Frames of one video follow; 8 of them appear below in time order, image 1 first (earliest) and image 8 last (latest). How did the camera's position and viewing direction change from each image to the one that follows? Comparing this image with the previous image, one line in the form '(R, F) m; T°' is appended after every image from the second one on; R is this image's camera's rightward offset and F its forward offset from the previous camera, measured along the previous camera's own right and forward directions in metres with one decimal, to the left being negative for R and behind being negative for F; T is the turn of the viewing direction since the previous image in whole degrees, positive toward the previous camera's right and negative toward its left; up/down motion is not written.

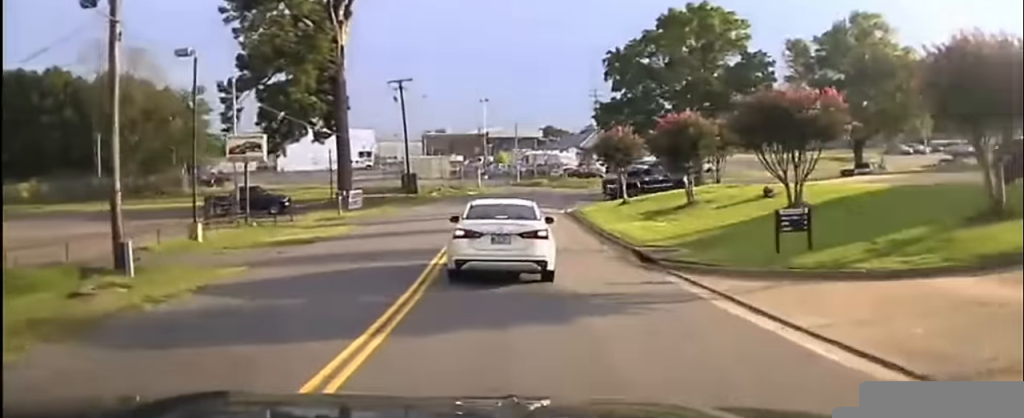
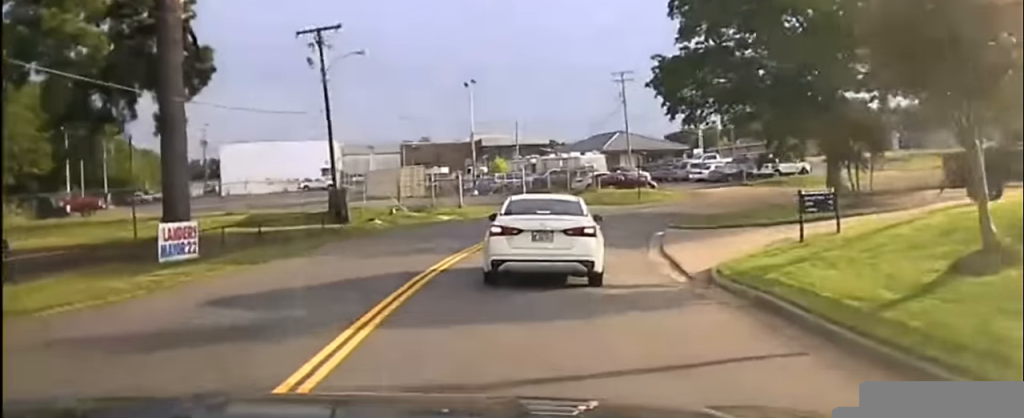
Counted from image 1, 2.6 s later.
(-0.1, +34.9) m; +1°
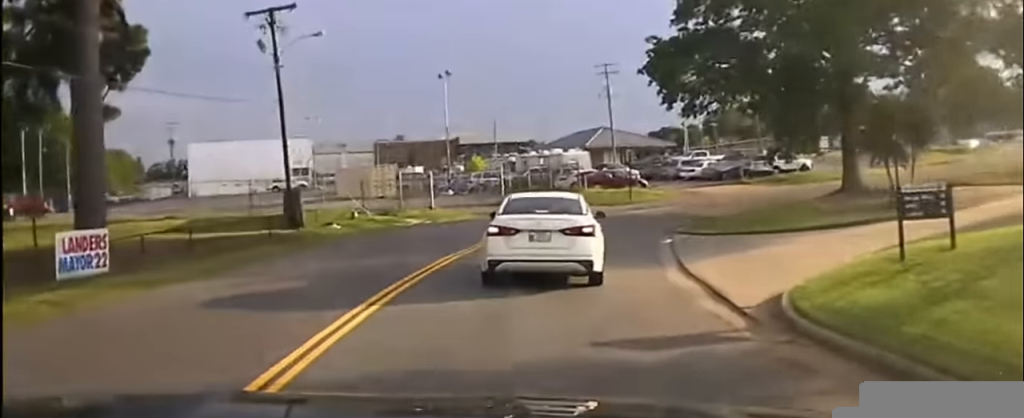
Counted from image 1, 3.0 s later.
(-0.1, +5.8) m; +1°
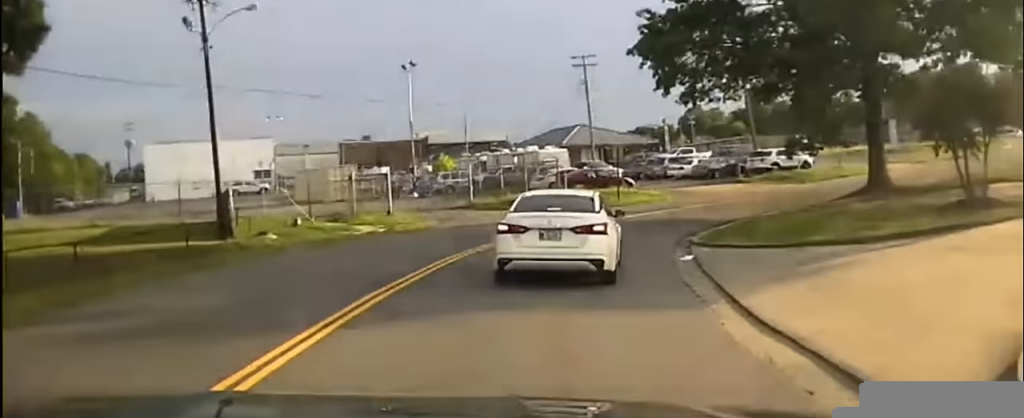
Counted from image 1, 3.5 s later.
(+0.1, +6.6) m; +1°
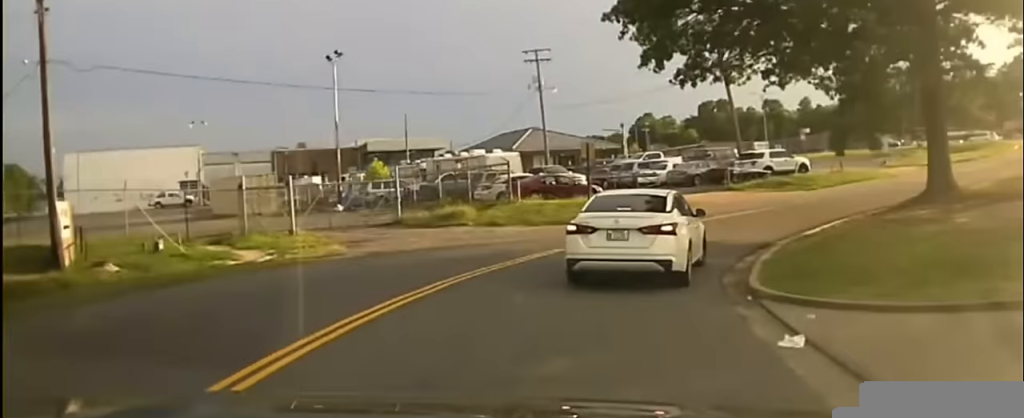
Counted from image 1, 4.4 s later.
(+0.2, +10.4) m; +2°
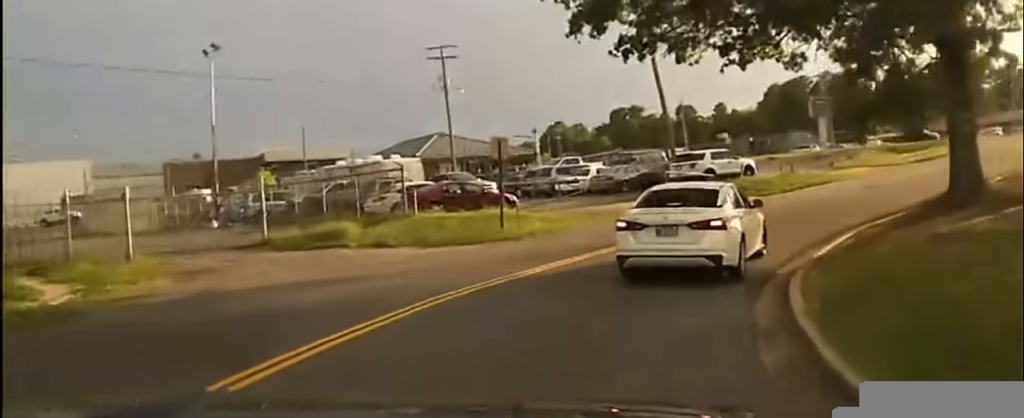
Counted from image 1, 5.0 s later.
(-0.1, +7.5) m; +3°
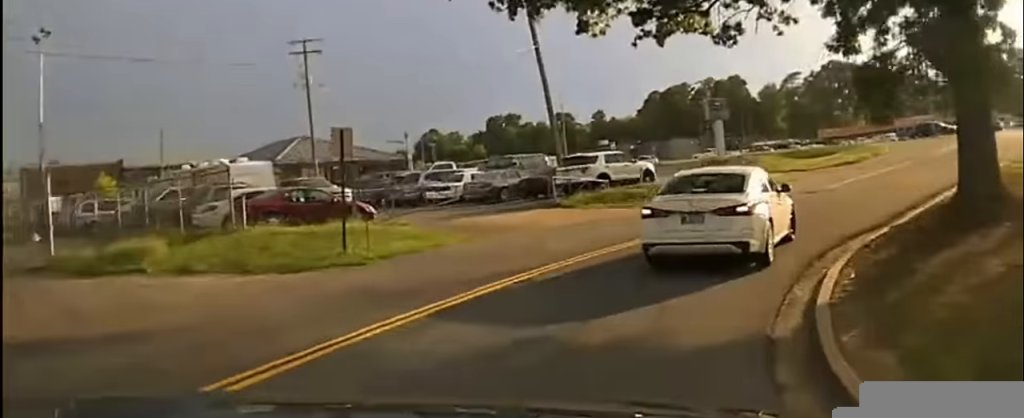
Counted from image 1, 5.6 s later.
(+0.4, +6.1) m; +11°
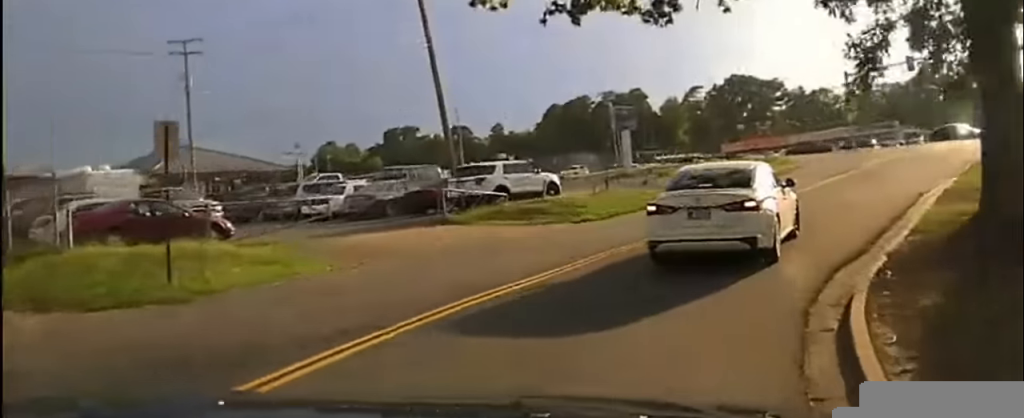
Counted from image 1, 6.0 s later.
(-0.5, +4.1) m; +8°
